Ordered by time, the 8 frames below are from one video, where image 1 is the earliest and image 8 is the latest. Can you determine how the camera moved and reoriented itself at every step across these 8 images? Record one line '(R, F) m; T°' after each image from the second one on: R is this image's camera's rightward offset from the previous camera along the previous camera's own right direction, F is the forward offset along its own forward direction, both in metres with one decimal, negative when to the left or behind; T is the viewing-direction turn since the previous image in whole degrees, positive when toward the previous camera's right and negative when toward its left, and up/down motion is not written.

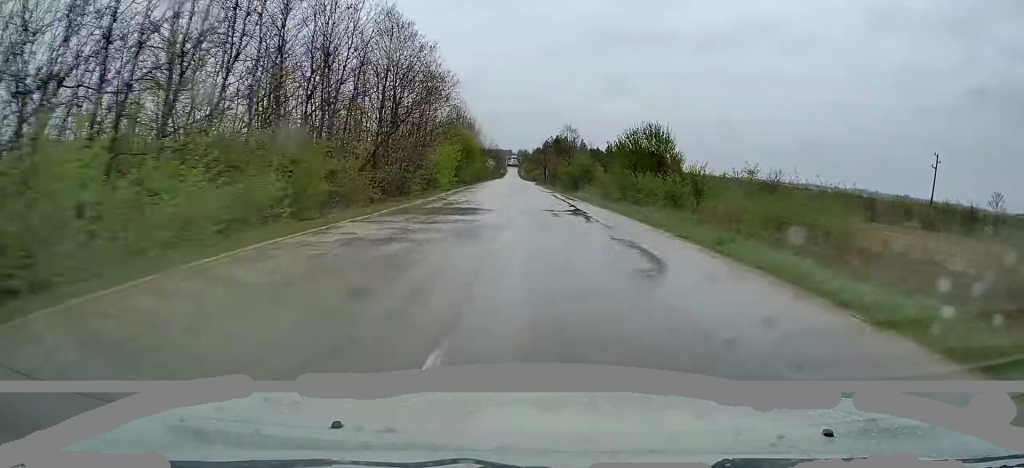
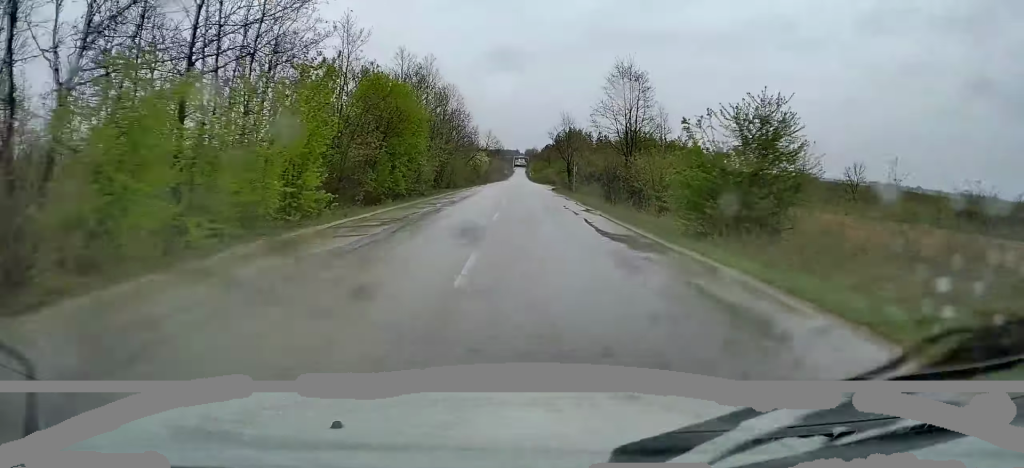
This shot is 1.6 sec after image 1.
(0.0, +39.3) m; 0°
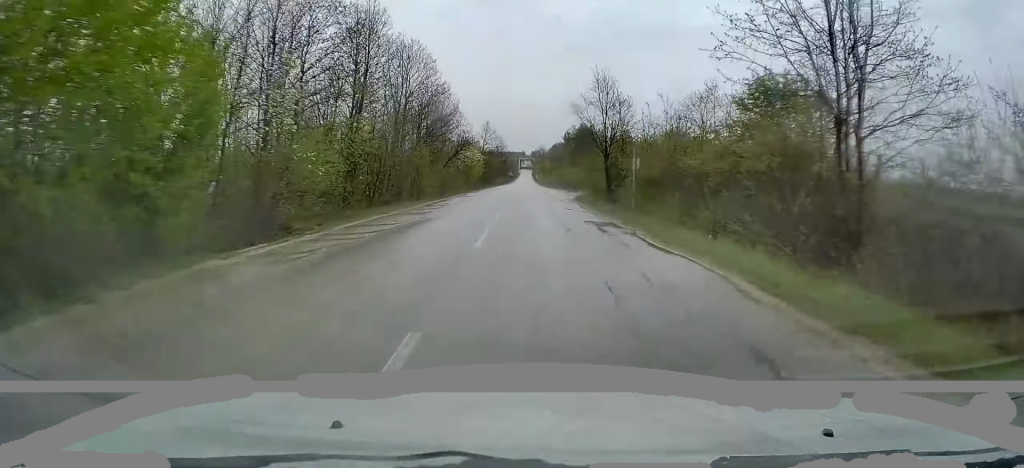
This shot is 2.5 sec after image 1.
(-0.1, +22.8) m; -1°
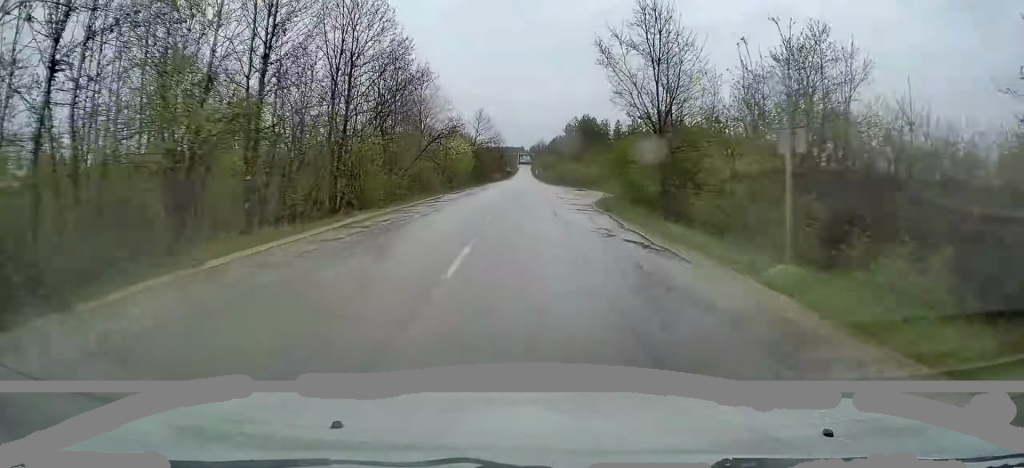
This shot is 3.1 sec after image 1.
(-0.1, +12.9) m; 0°
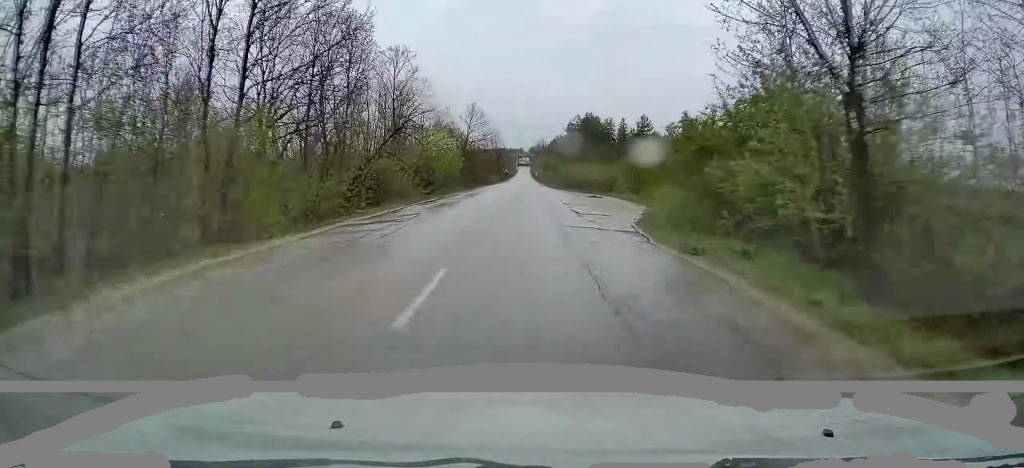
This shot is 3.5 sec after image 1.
(0.0, +11.3) m; 0°
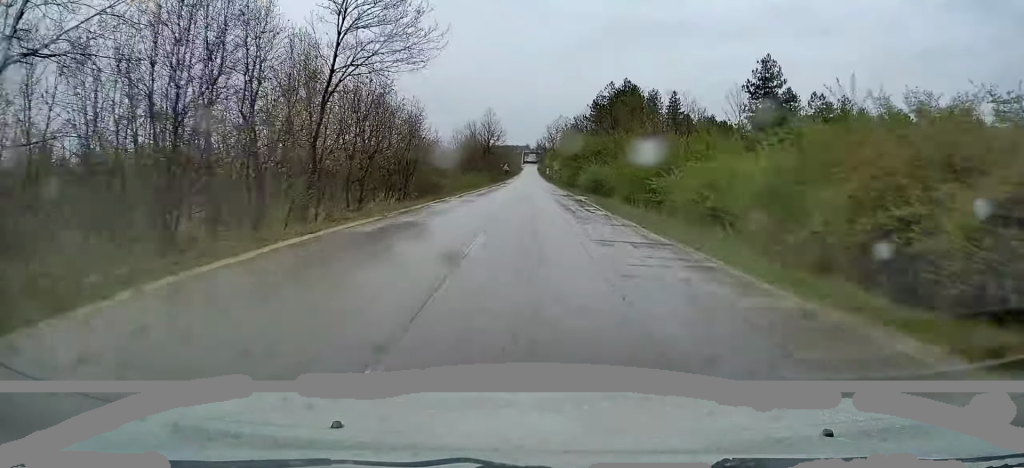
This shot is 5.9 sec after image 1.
(-0.2, +57.5) m; -1°
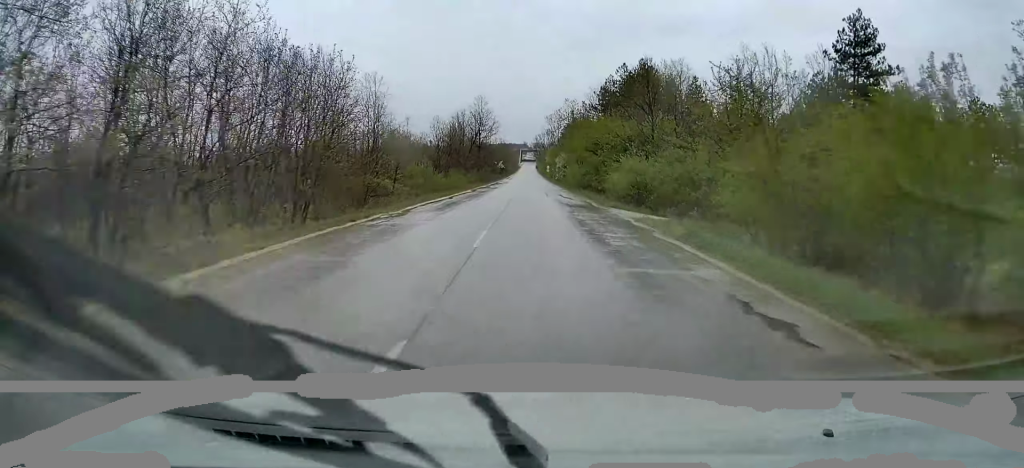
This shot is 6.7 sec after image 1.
(0.0, +17.2) m; 0°
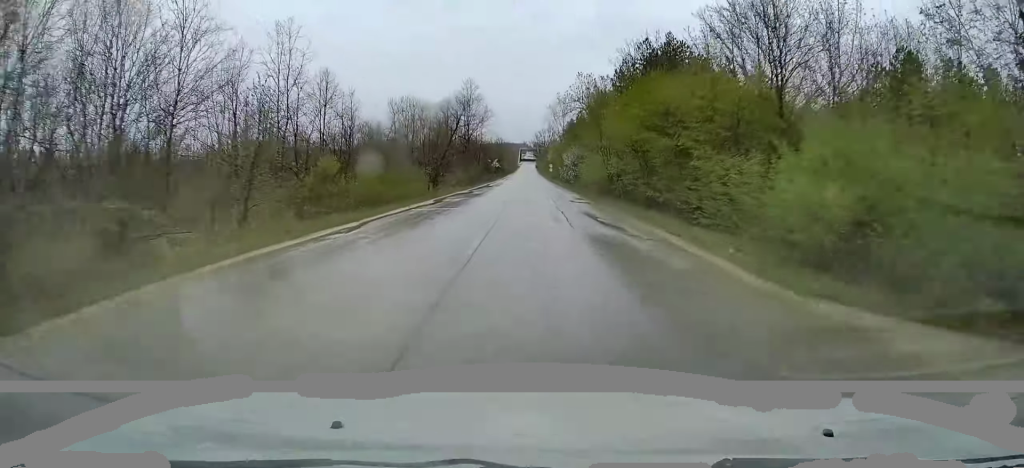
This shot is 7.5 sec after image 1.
(-0.3, +18.7) m; 0°
